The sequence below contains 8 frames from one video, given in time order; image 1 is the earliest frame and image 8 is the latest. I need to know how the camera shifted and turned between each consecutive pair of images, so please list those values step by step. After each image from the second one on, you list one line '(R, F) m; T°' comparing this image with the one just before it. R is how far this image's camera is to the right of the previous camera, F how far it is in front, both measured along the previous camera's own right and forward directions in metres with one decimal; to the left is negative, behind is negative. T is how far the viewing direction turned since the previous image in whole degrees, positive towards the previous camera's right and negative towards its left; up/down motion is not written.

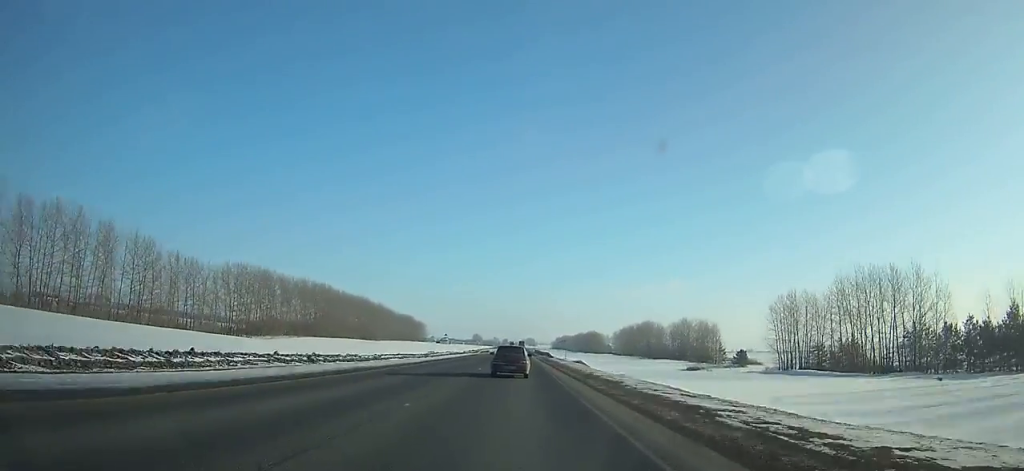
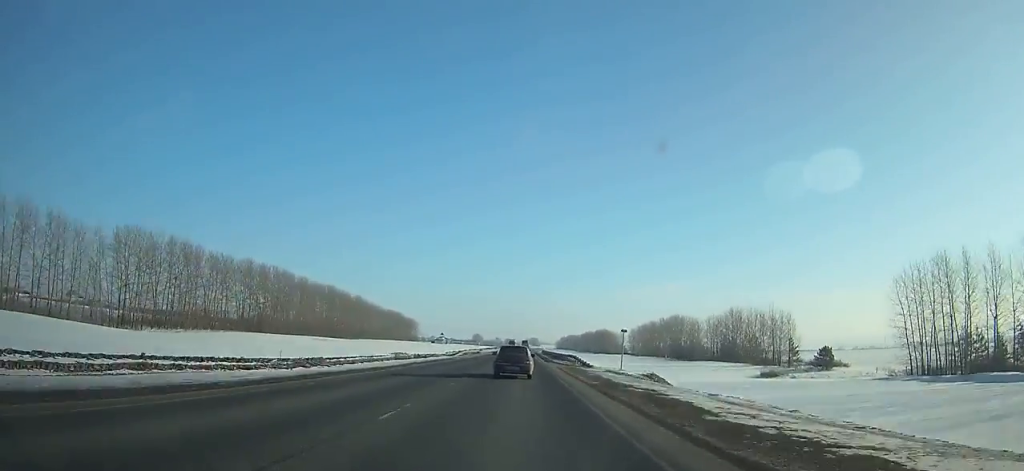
(+0.1, +47.3) m; 0°
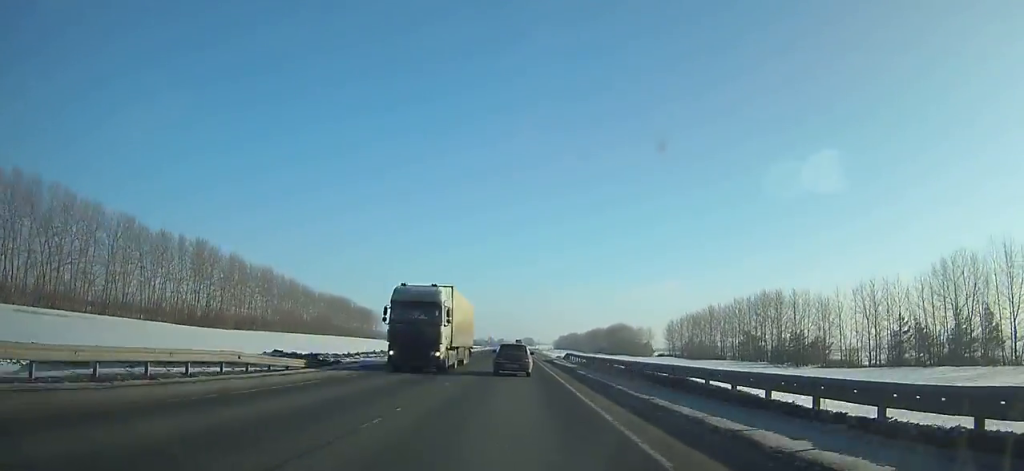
(+0.1, +96.4) m; 0°
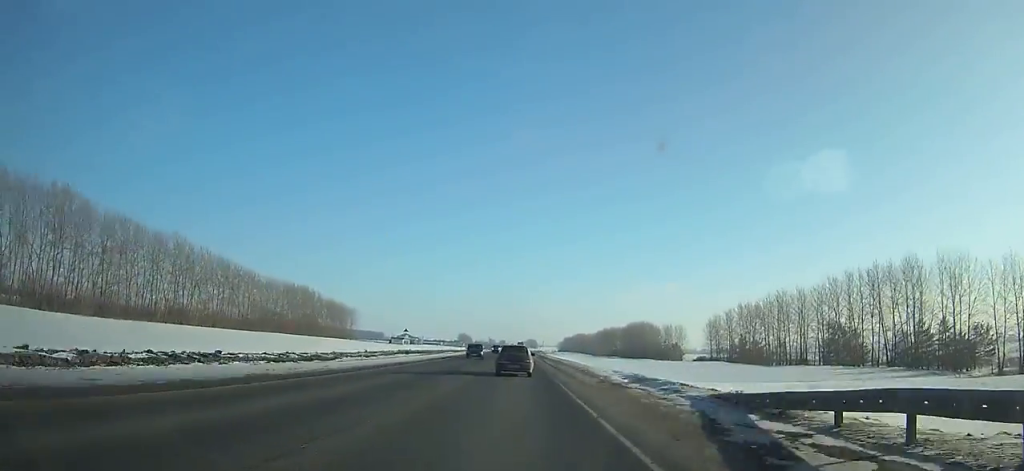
(0.0, +51.3) m; 0°
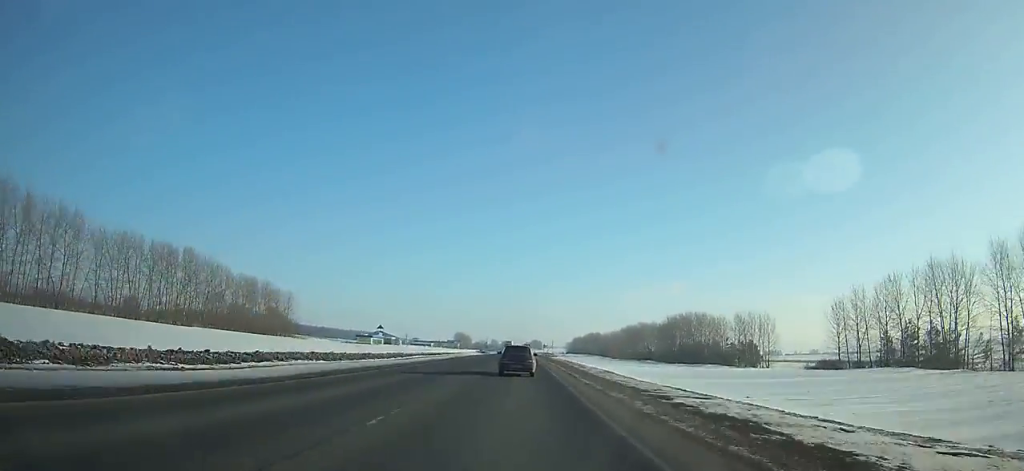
(0.0, +79.0) m; 0°
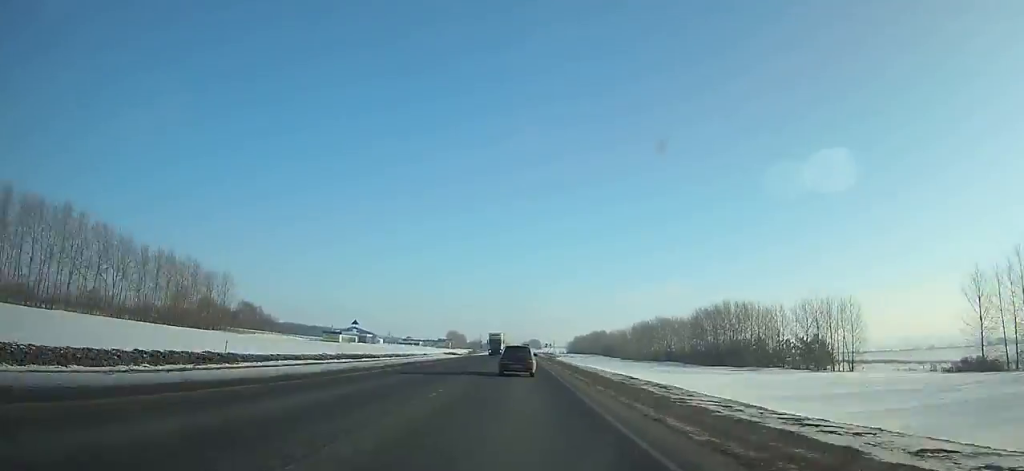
(0.0, +41.6) m; 0°
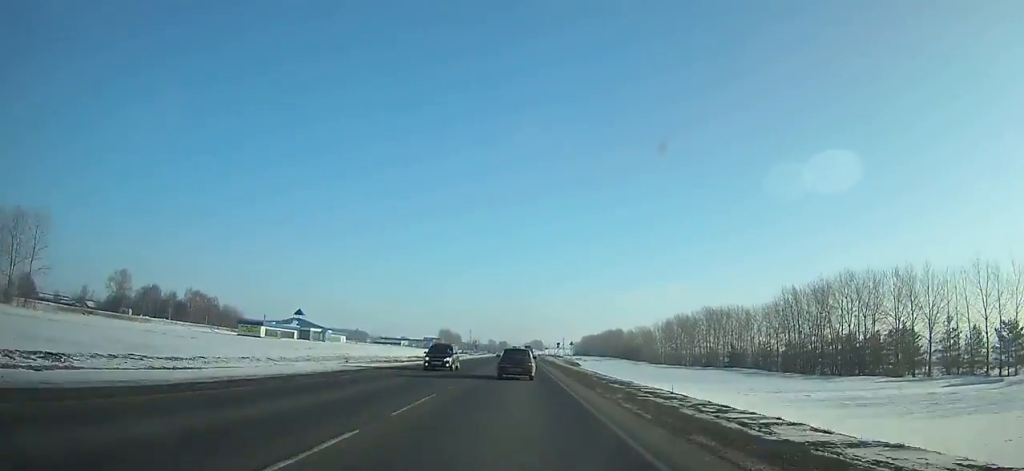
(-0.2, +66.5) m; 0°
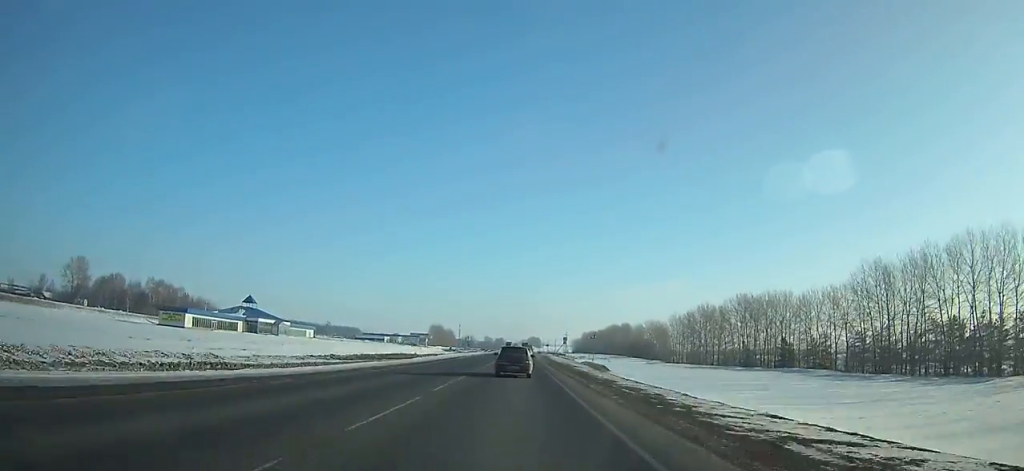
(-0.1, +34.2) m; 0°
